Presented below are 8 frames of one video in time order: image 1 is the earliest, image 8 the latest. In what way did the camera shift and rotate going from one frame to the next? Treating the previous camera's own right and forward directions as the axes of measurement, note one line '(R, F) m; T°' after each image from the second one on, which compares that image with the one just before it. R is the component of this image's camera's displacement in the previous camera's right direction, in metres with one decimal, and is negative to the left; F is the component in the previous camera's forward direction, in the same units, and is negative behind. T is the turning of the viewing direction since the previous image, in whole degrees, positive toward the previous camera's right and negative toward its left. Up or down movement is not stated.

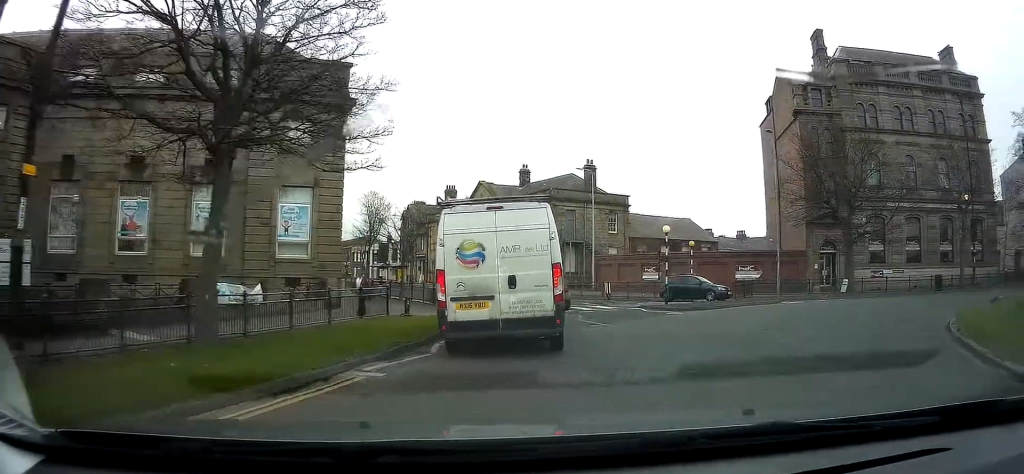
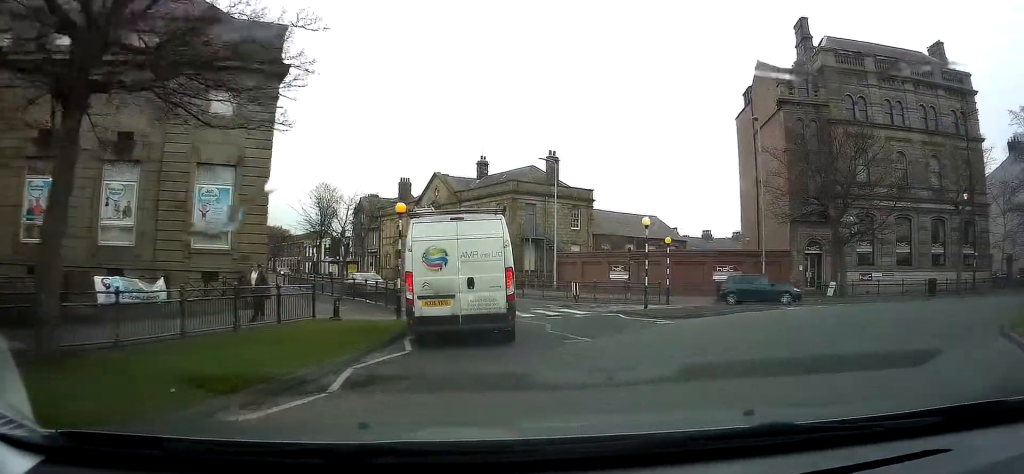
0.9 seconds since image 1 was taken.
(0.0, +2.5) m; -1°
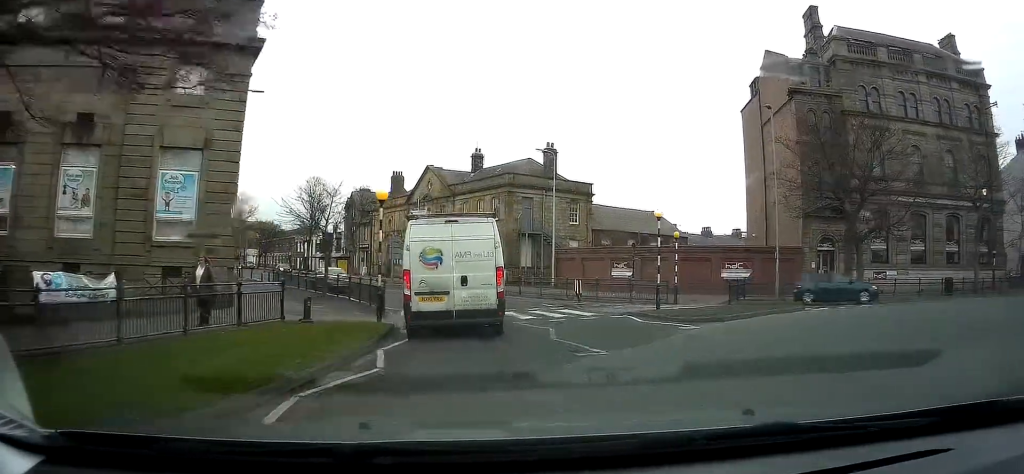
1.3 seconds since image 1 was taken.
(-0.1, +1.5) m; -1°
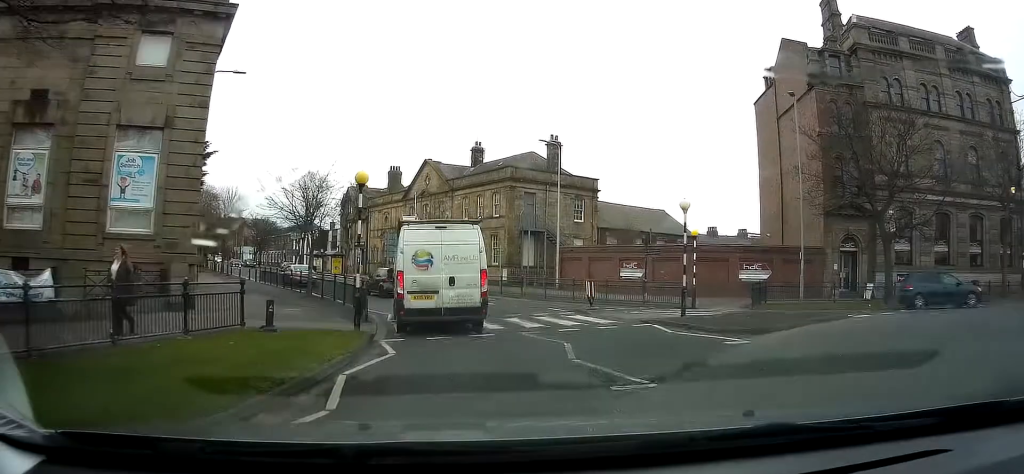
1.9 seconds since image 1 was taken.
(0.0, +2.4) m; +1°
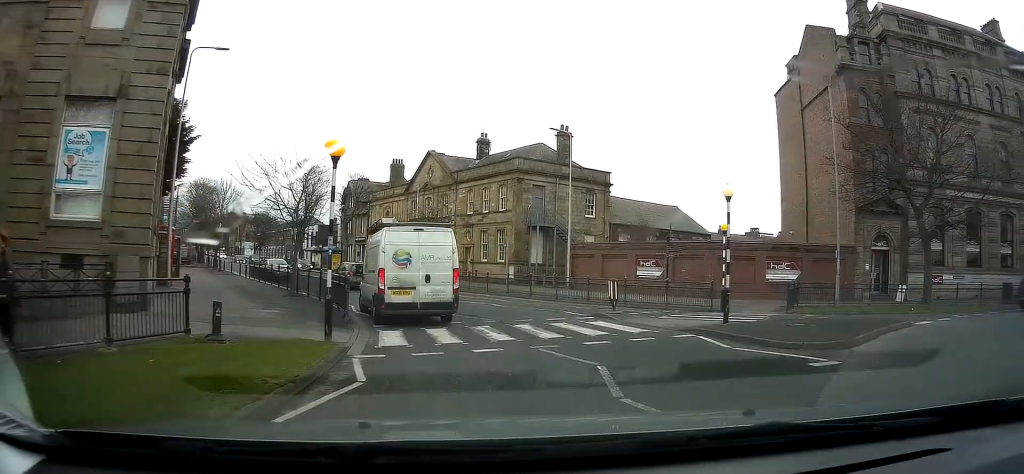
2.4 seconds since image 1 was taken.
(0.0, +2.3) m; +2°
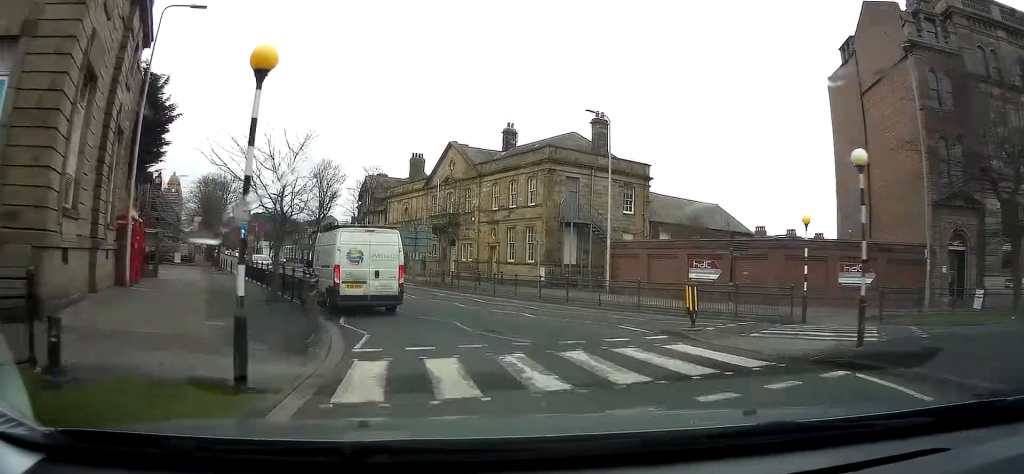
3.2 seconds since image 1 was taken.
(+0.1, +4.1) m; -2°
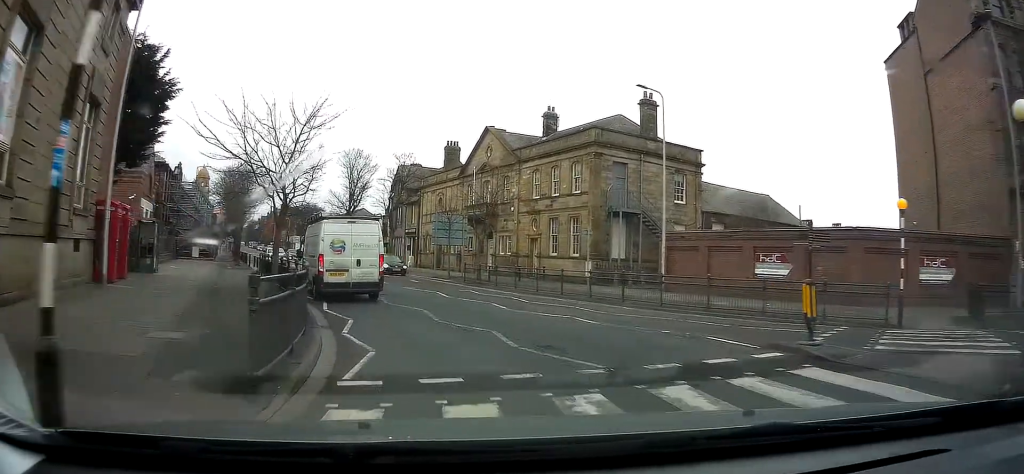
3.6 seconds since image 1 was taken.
(0.0, +2.9) m; -4°
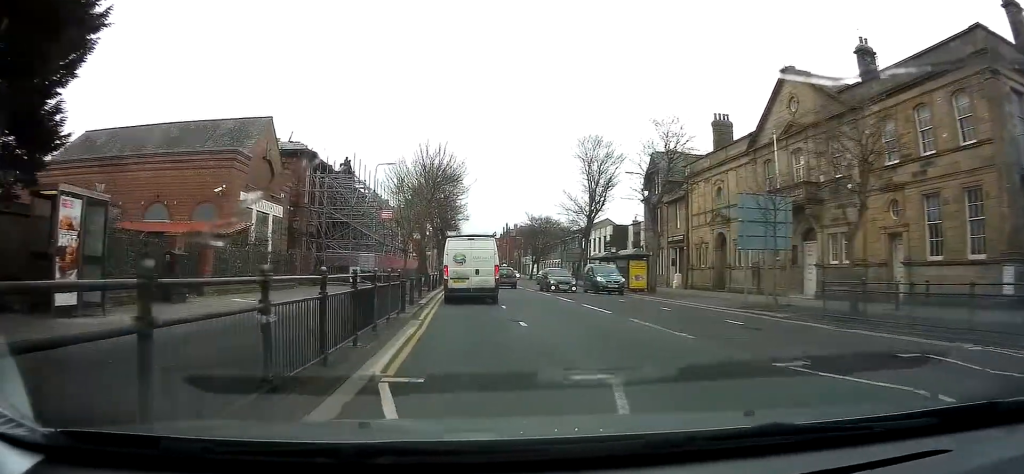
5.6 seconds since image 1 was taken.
(-3.4, +14.6) m; -23°
